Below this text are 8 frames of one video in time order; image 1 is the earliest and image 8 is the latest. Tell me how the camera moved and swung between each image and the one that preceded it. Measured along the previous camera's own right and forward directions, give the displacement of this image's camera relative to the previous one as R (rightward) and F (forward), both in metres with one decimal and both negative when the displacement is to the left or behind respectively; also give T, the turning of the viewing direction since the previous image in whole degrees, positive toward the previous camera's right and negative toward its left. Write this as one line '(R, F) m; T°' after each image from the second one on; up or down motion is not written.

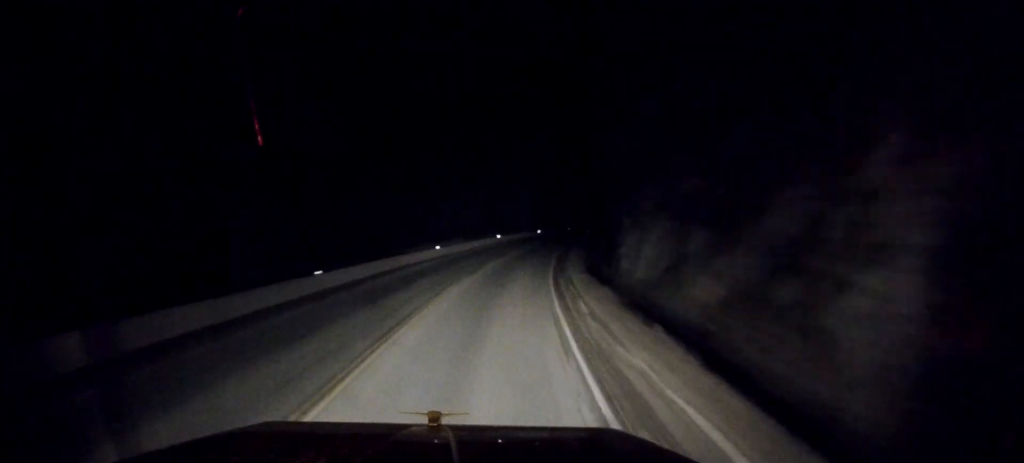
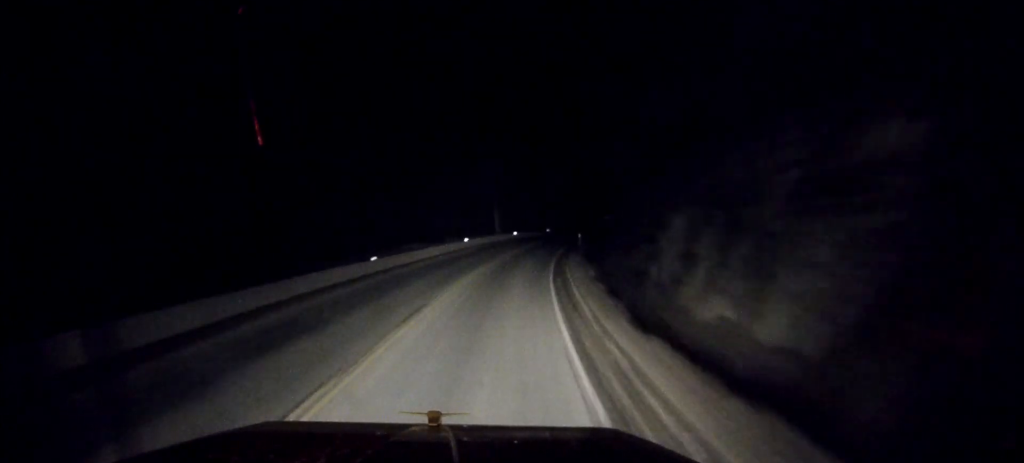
(+0.3, +16.8) m; +2°
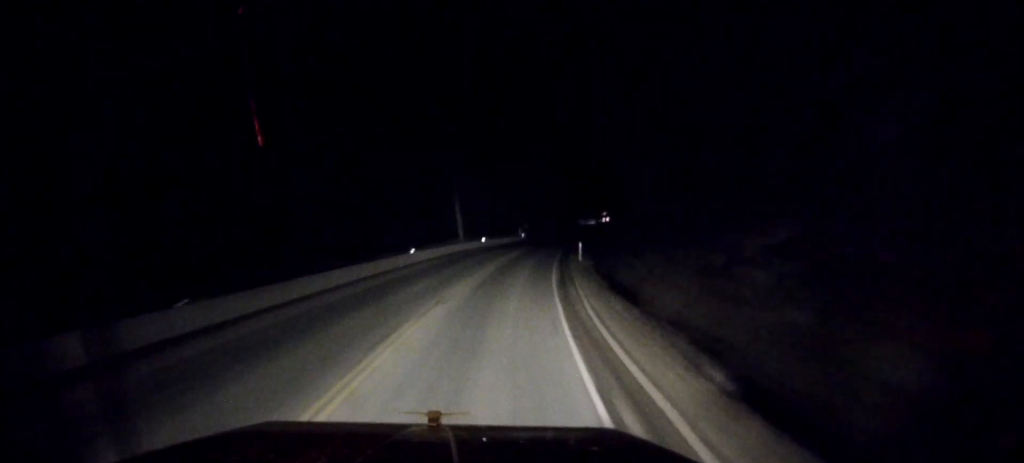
(+0.1, +19.1) m; +3°
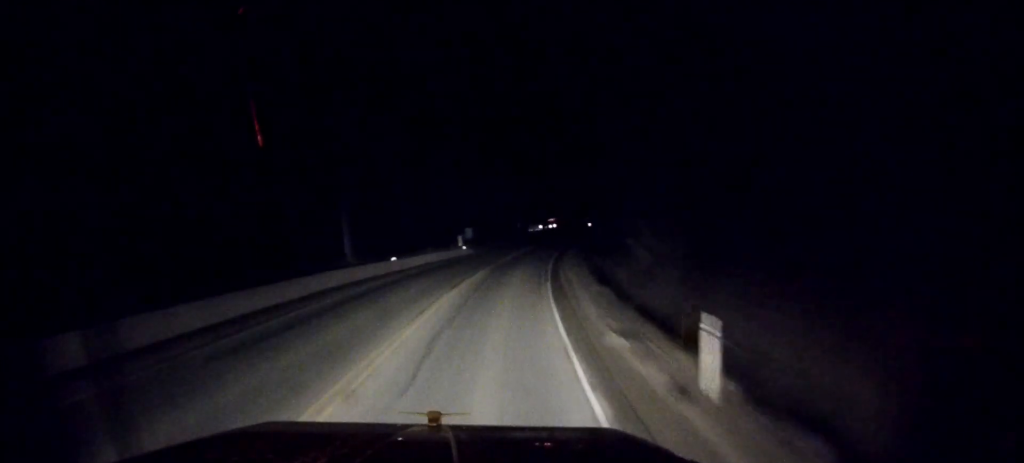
(+1.4, +29.3) m; +6°
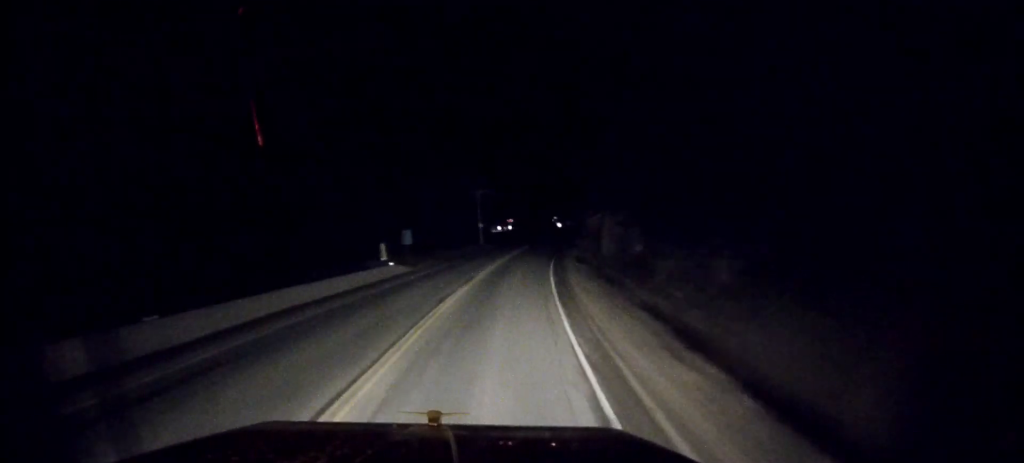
(+1.0, +24.8) m; +4°
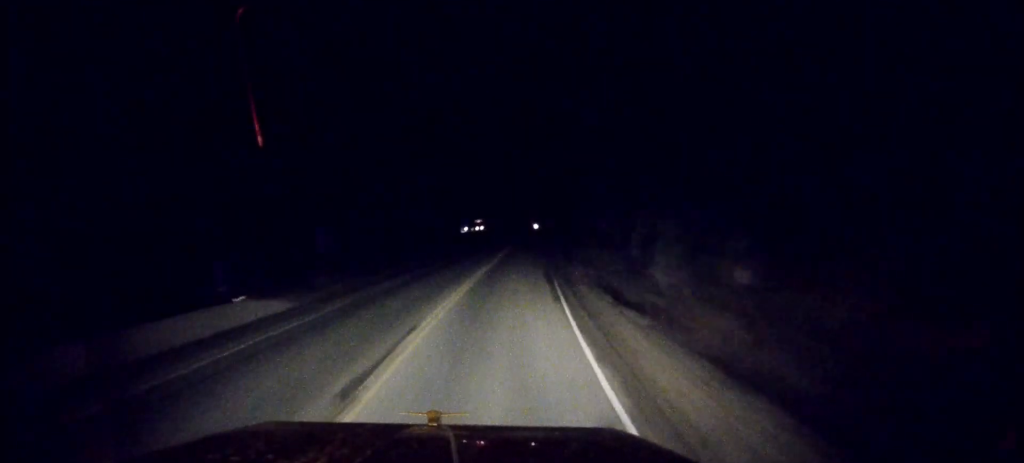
(+0.6, +19.5) m; +2°
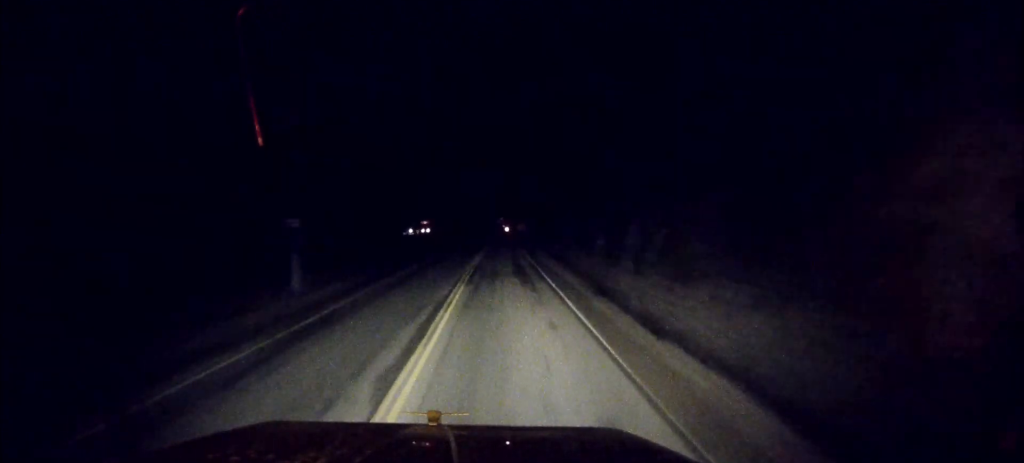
(+1.4, +43.4) m; +3°
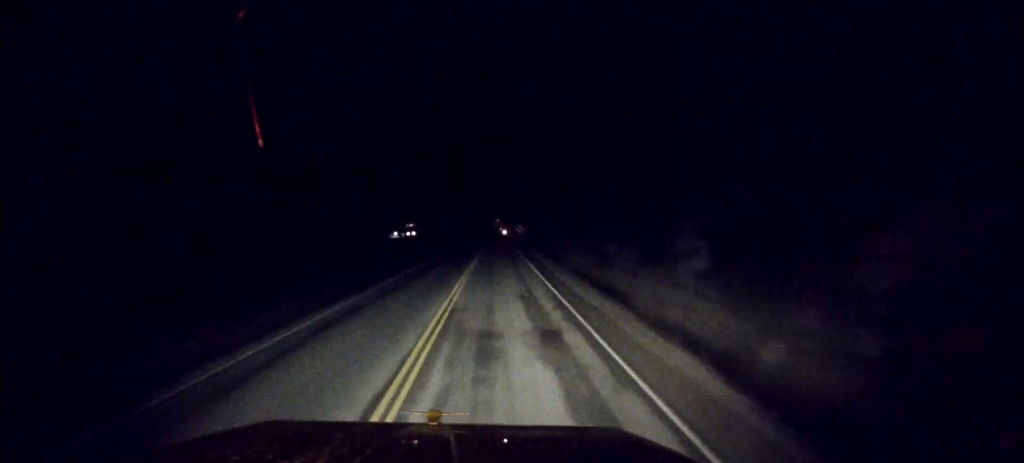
(+0.3, +17.4) m; +1°
